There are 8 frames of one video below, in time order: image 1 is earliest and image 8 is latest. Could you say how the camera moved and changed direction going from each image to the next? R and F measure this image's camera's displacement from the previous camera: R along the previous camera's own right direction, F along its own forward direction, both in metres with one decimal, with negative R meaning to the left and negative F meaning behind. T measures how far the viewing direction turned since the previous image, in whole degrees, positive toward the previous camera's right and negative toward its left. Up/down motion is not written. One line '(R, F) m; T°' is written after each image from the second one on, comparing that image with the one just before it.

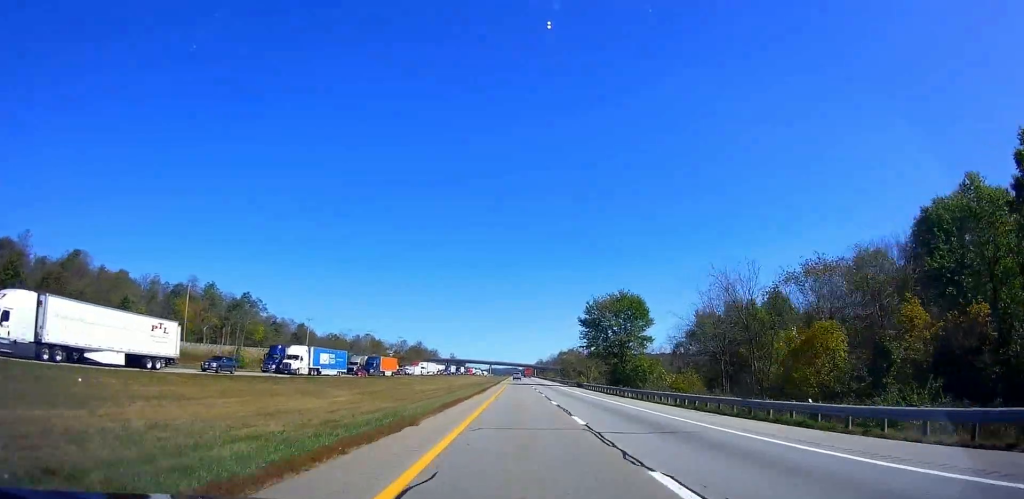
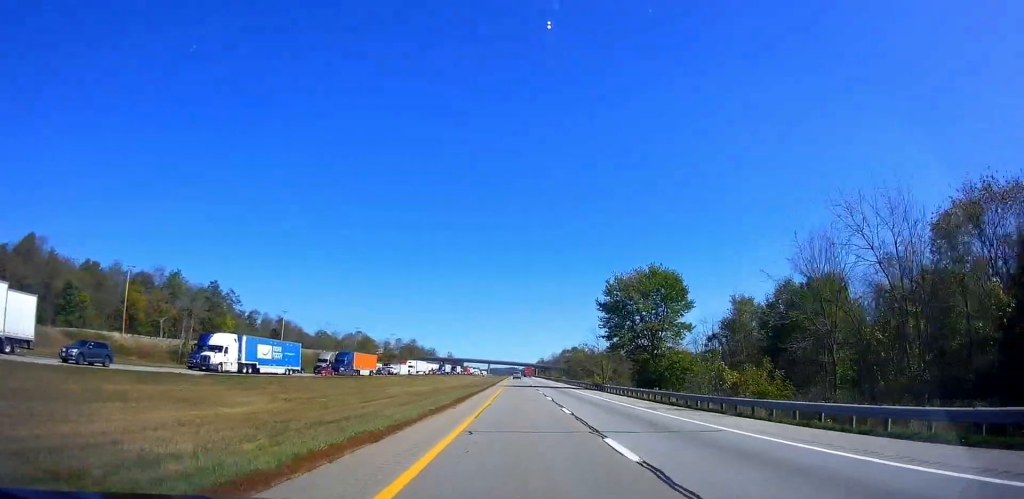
(-0.2, +19.4) m; -1°
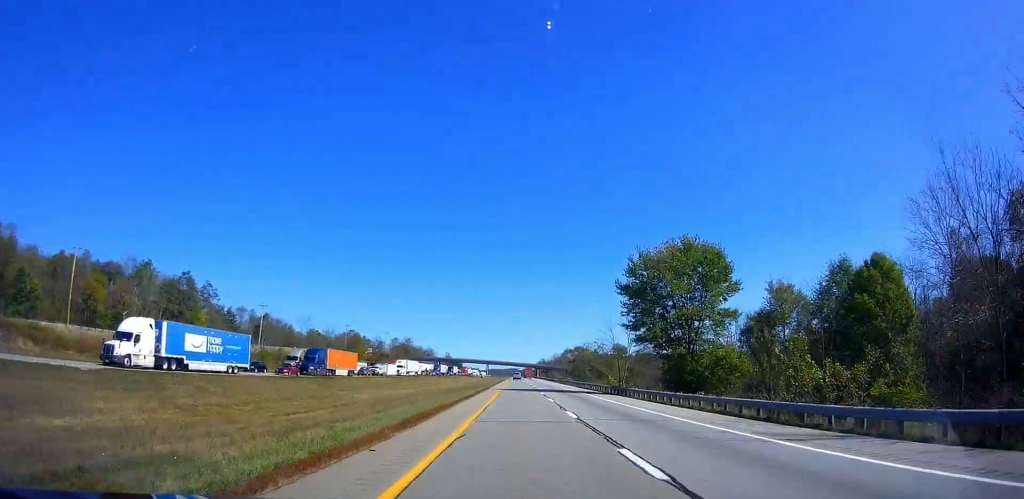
(0.0, +12.9) m; 0°
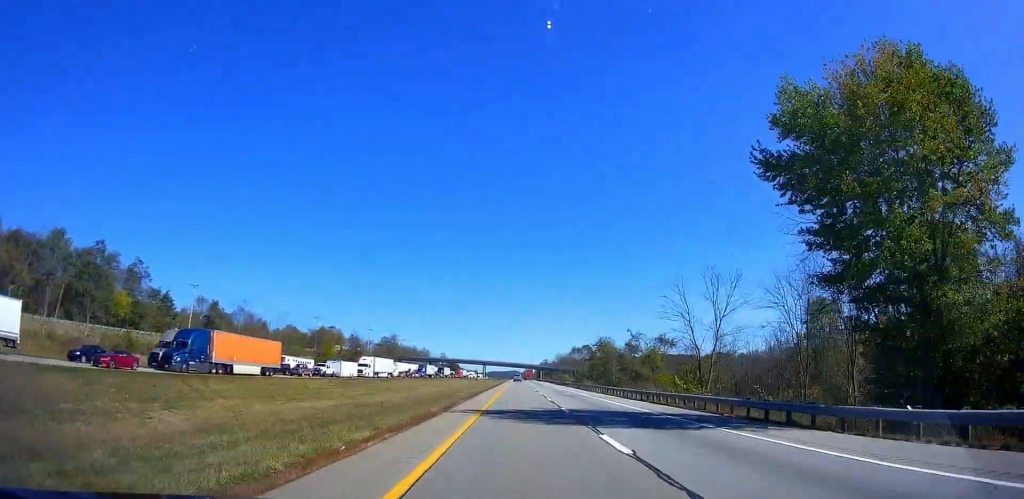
(0.0, +33.3) m; 0°
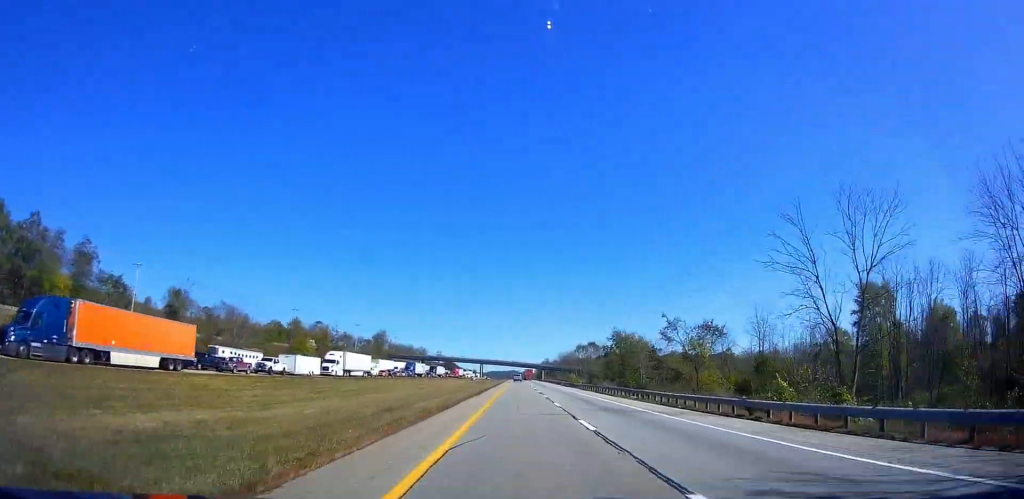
(0.0, +19.3) m; +1°
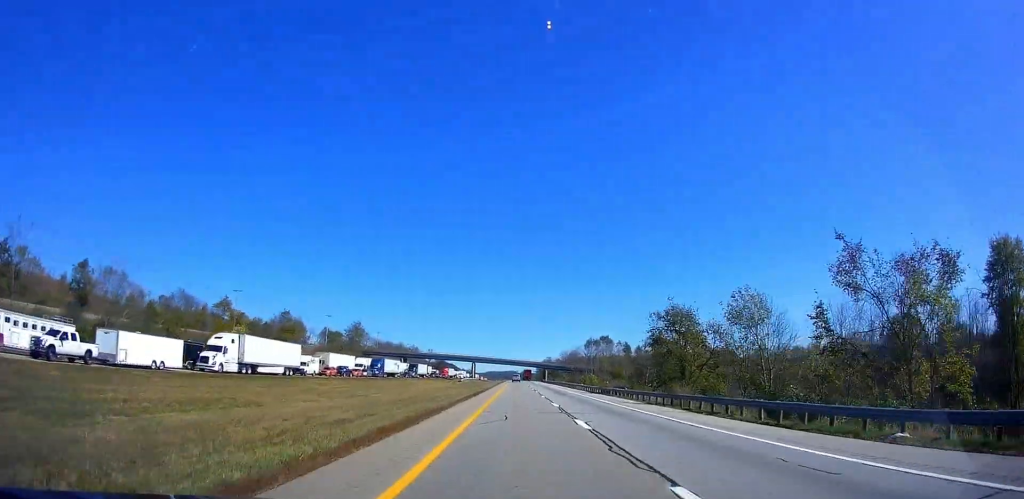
(+0.4, +35.4) m; +1°
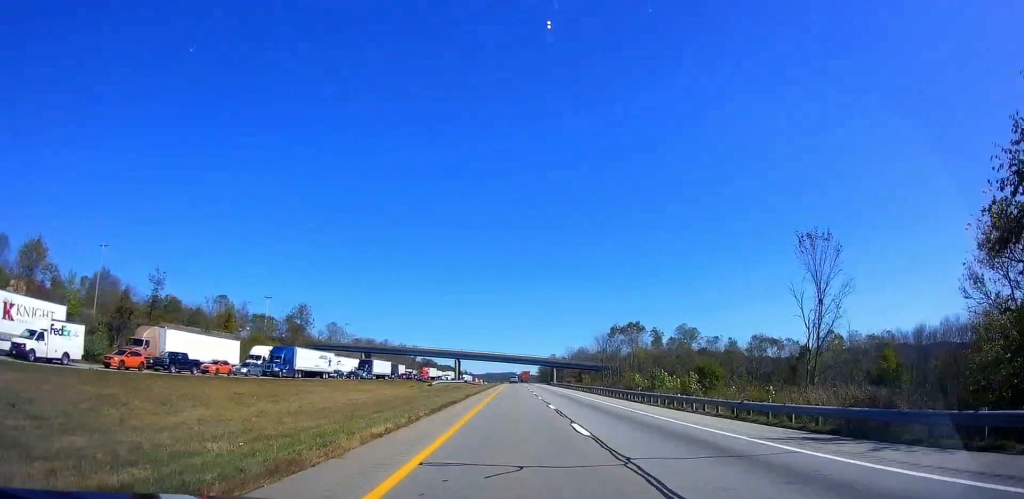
(-0.4, +49.3) m; -2°
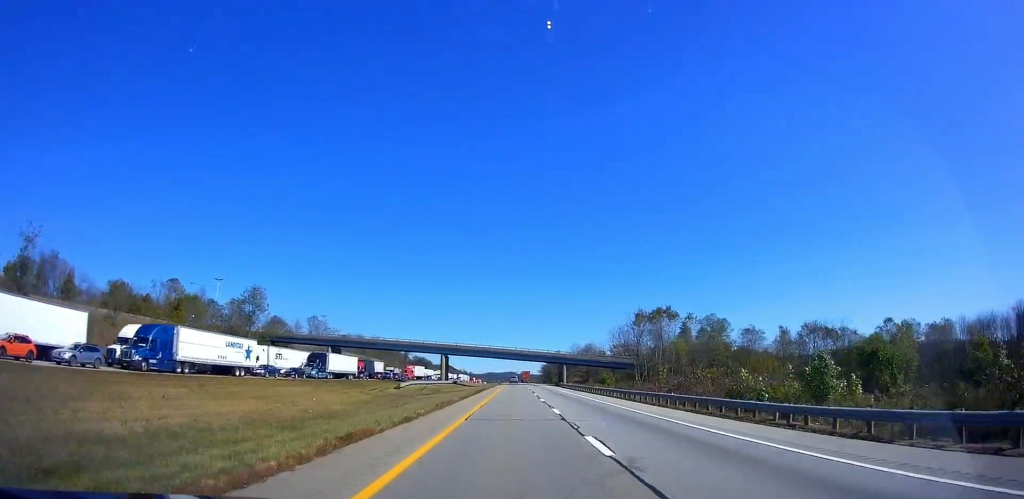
(0.0, +27.9) m; 0°
